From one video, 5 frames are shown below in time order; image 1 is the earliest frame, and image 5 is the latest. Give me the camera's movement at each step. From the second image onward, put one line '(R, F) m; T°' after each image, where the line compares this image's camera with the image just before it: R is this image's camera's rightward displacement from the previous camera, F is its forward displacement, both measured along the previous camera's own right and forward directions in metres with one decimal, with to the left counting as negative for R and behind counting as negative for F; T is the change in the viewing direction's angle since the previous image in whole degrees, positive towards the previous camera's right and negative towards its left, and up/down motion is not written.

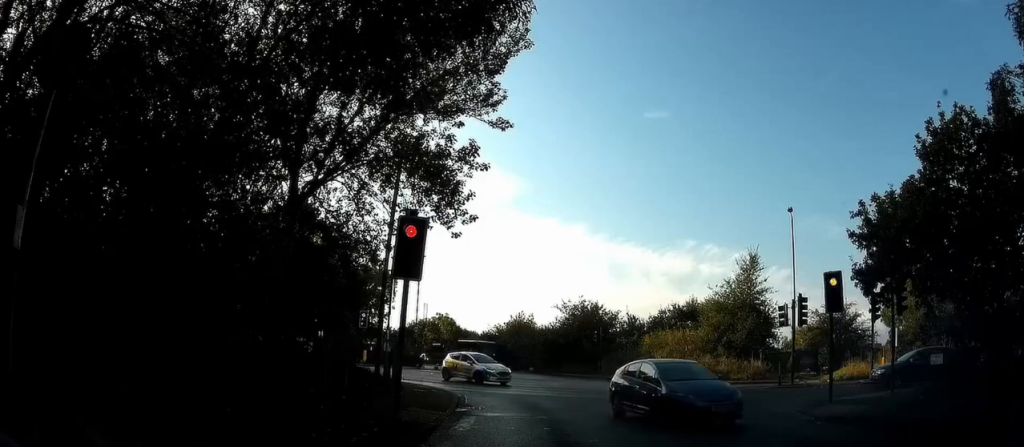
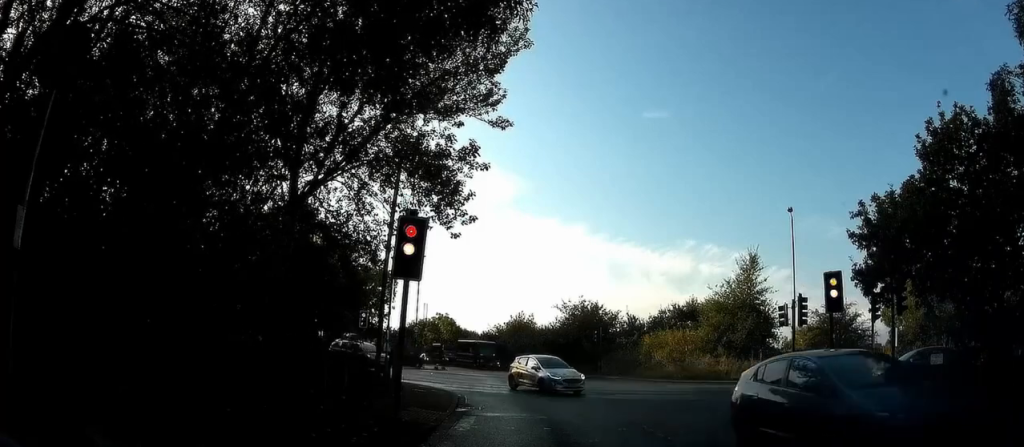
(0.0, 0.0) m; 0°
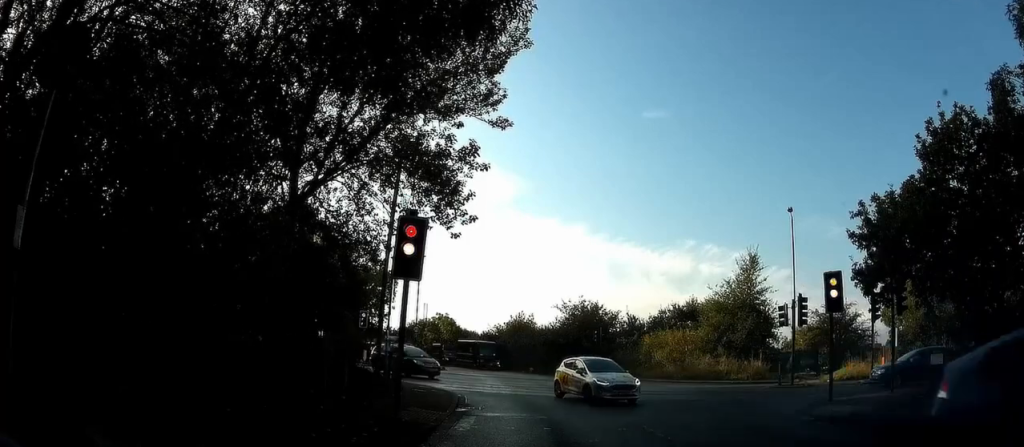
(0.0, 0.0) m; 0°
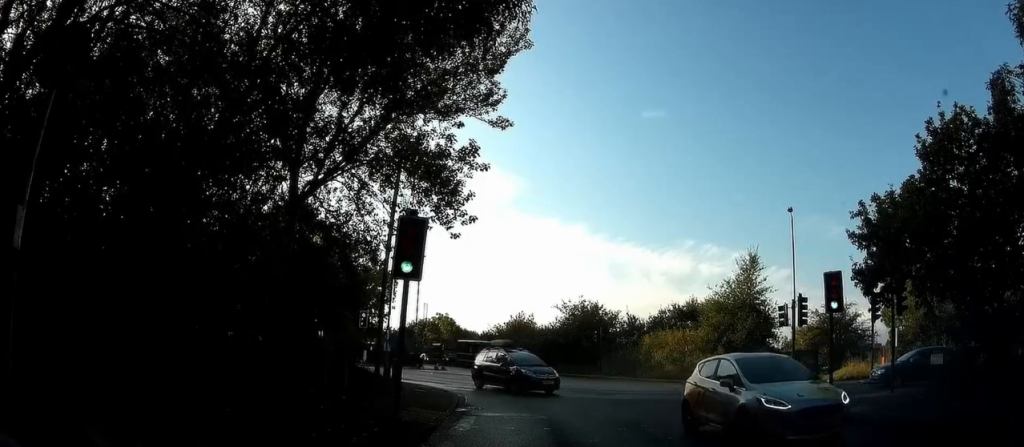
(0.0, +0.9) m; 0°
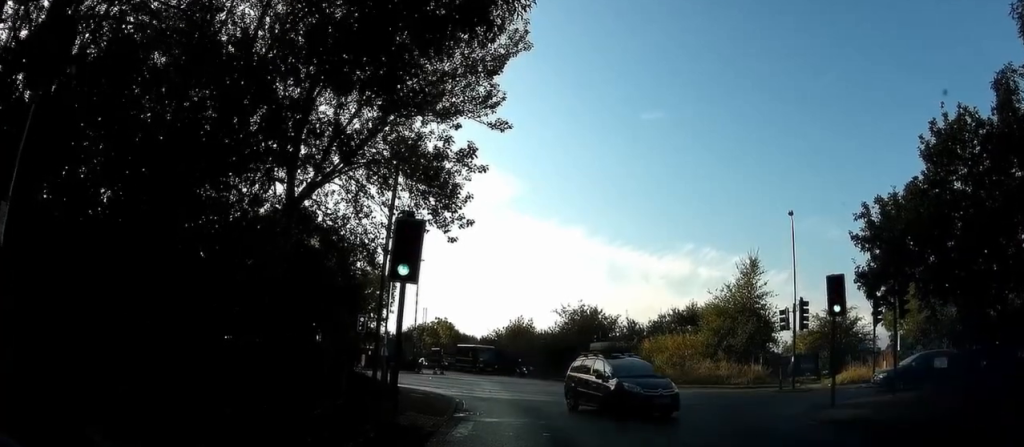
(0.0, +1.3) m; 0°
